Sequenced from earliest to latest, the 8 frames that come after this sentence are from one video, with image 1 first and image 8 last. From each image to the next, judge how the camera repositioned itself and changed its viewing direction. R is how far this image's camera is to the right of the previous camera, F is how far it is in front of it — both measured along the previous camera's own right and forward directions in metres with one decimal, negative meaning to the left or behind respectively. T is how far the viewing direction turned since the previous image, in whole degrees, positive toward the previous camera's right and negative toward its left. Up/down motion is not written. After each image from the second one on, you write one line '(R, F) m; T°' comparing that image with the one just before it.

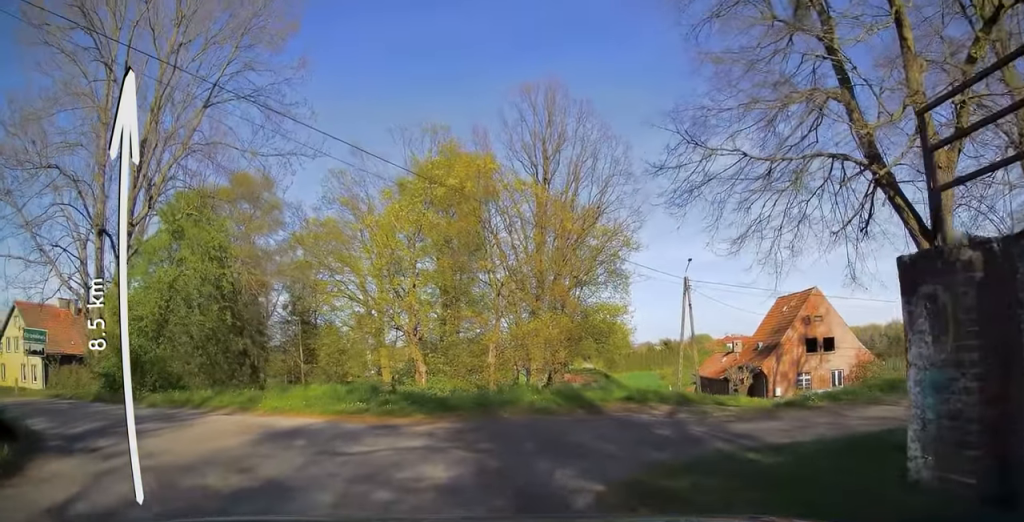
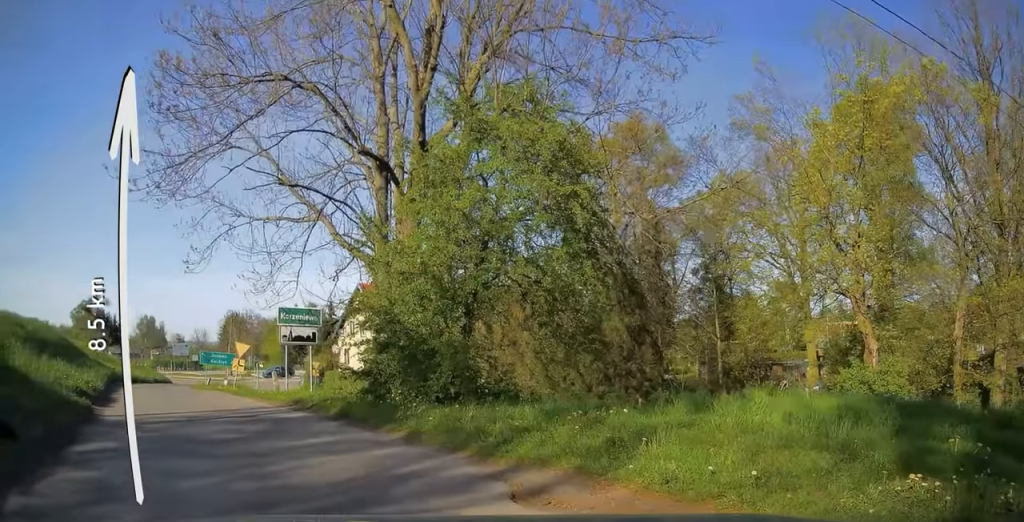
(-2.9, +7.8) m; -42°
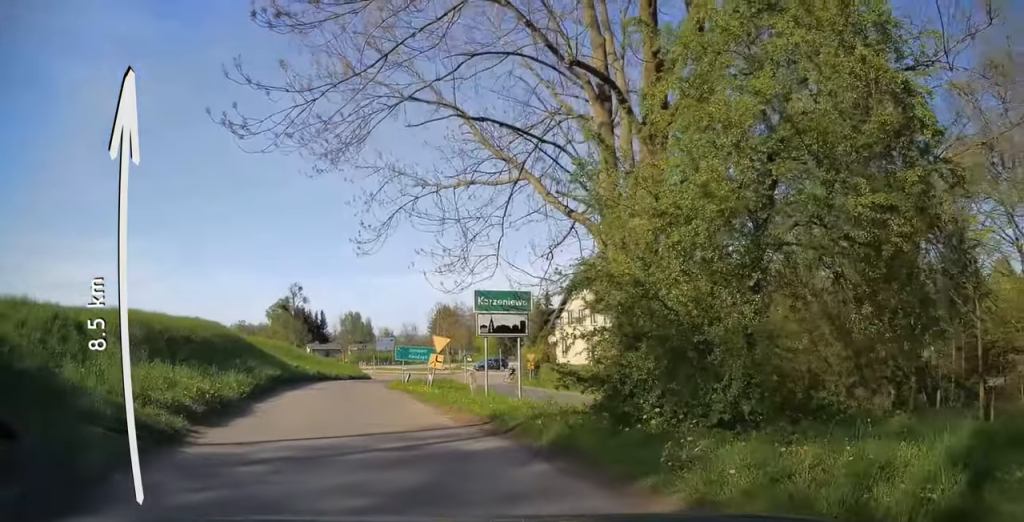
(-0.5, +4.0) m; -17°
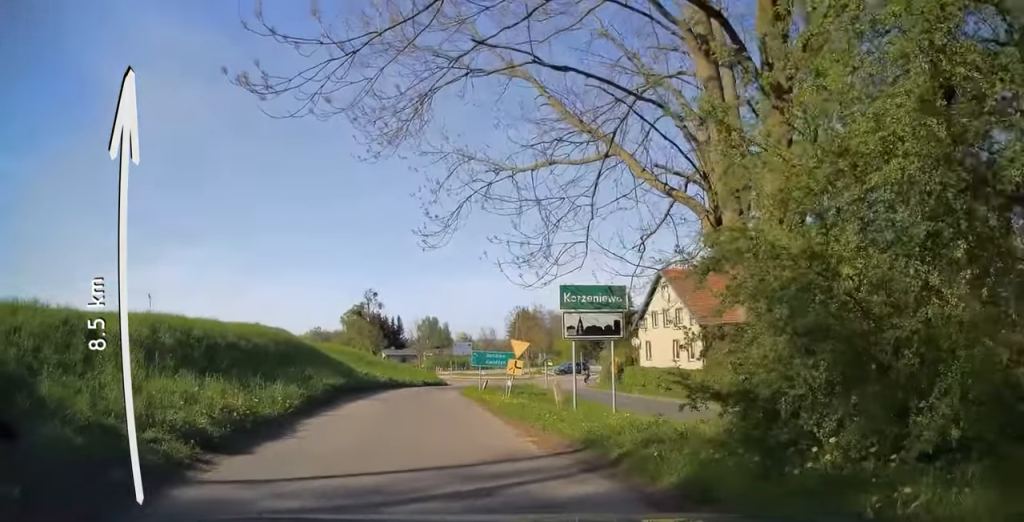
(-0.3, +2.1) m; -7°
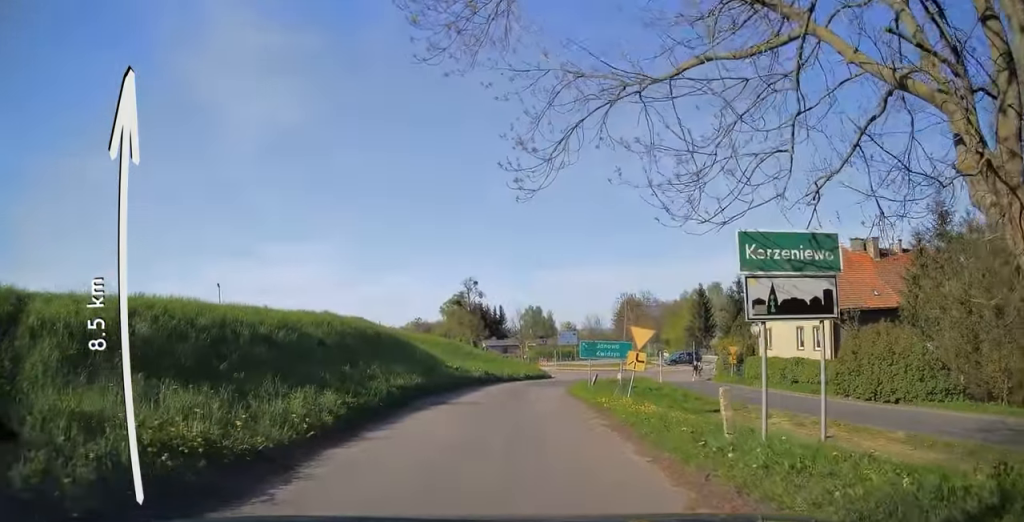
(-0.5, +4.6) m; -7°
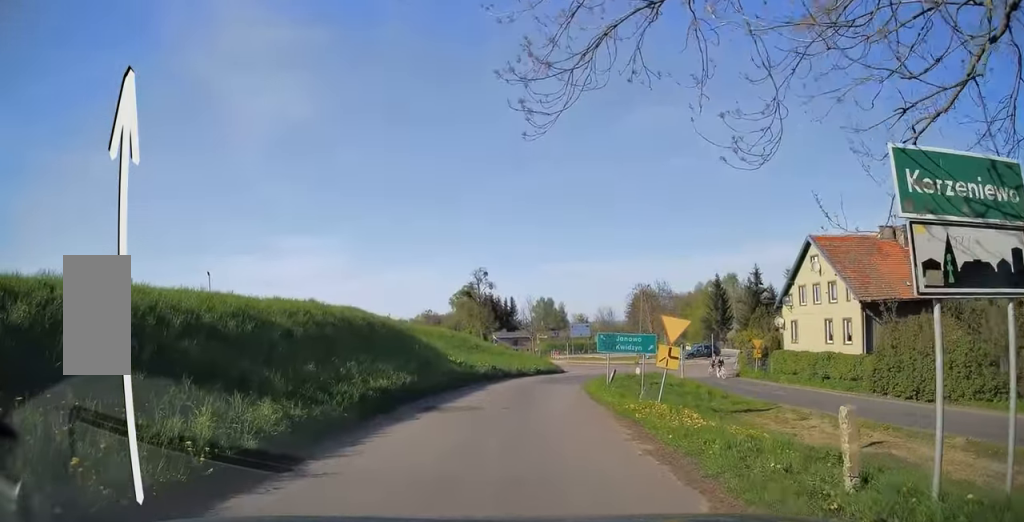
(-0.1, +3.0) m; 0°
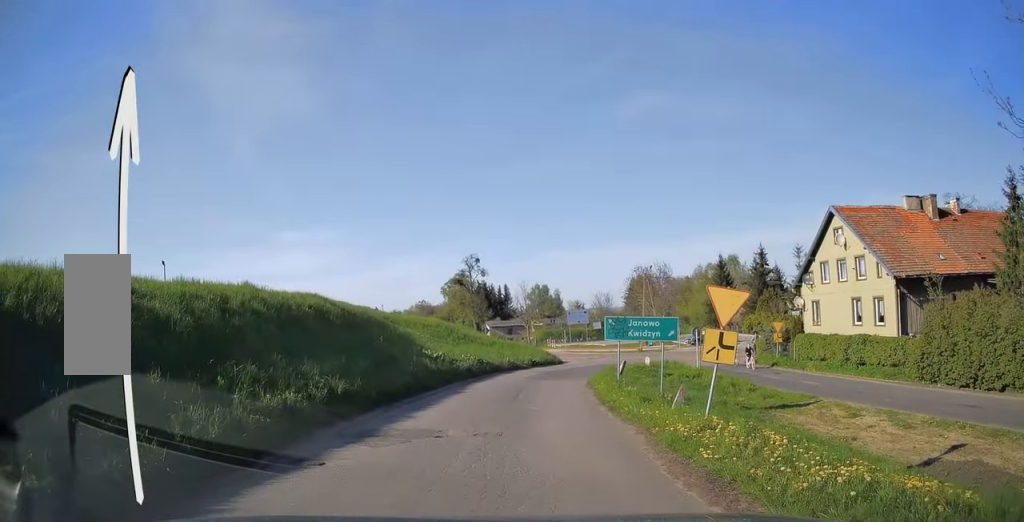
(+0.1, +4.7) m; +3°
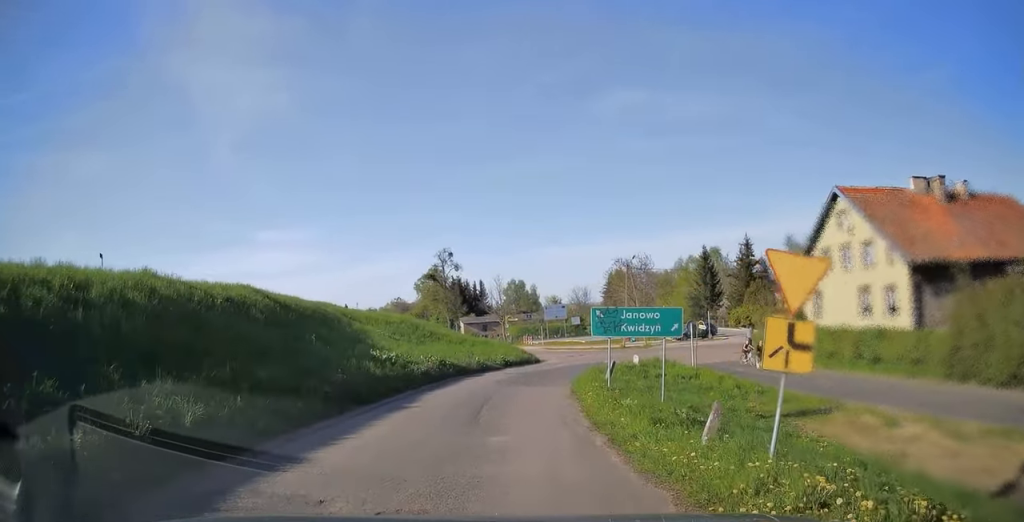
(+0.1, +4.2) m; +1°
